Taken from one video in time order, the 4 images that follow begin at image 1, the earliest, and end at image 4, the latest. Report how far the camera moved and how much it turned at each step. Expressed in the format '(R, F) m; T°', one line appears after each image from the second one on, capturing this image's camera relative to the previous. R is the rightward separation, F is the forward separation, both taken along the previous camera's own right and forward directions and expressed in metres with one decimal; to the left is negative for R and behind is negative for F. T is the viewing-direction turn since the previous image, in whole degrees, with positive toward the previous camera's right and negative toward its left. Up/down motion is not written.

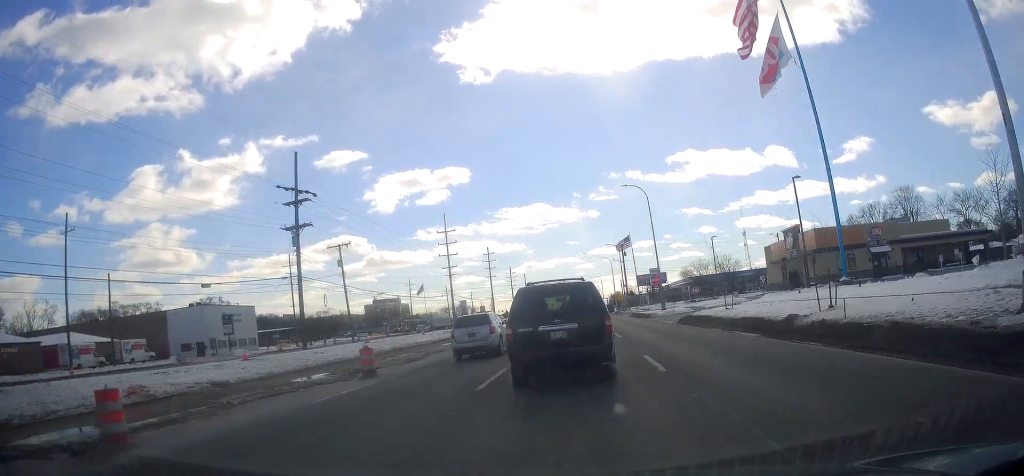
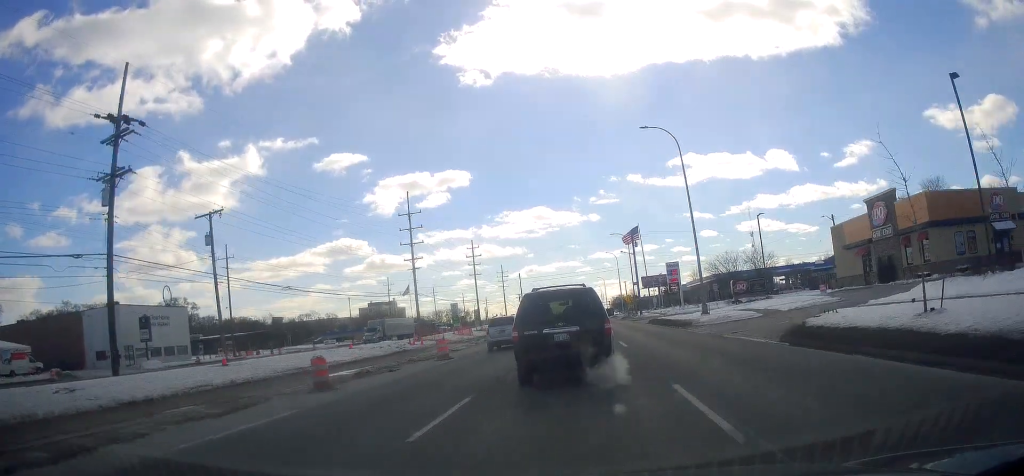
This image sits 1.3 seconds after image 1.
(+1.0, +20.3) m; +3°
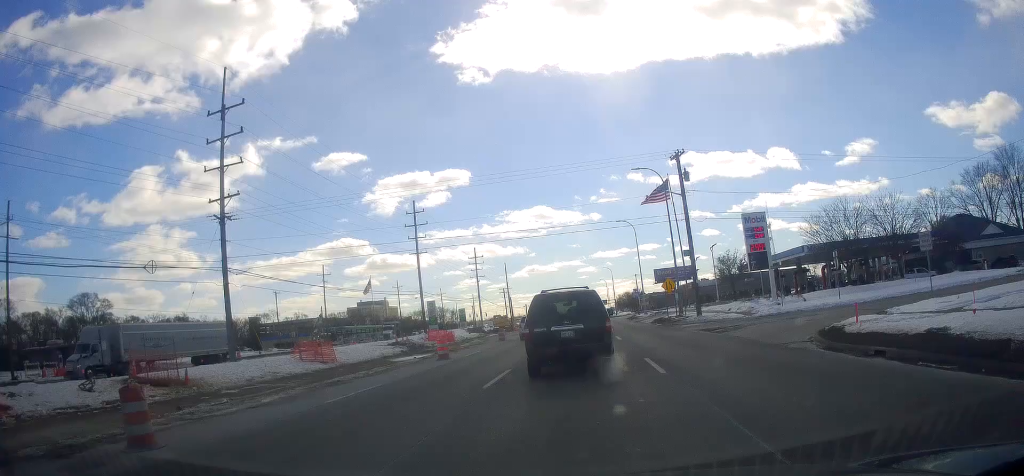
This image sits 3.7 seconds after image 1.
(-0.5, +39.6) m; -1°
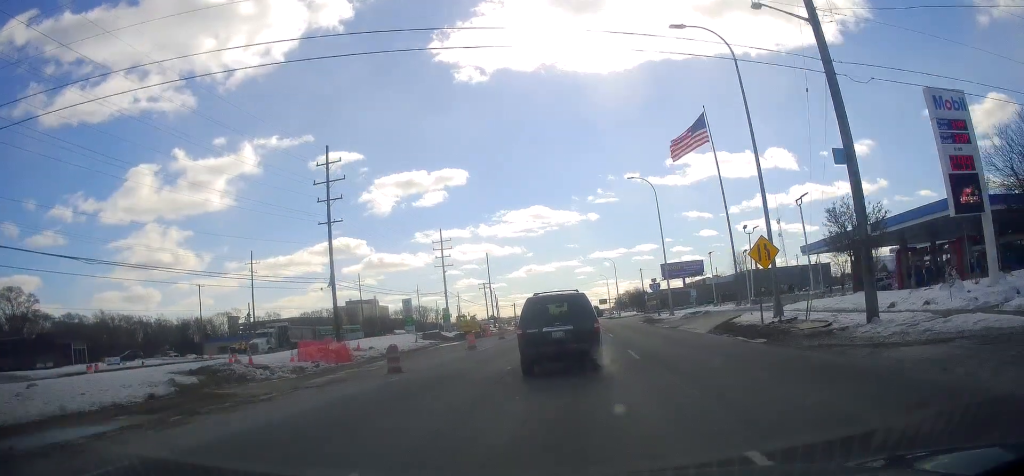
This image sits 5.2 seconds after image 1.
(+0.3, +26.6) m; +1°
